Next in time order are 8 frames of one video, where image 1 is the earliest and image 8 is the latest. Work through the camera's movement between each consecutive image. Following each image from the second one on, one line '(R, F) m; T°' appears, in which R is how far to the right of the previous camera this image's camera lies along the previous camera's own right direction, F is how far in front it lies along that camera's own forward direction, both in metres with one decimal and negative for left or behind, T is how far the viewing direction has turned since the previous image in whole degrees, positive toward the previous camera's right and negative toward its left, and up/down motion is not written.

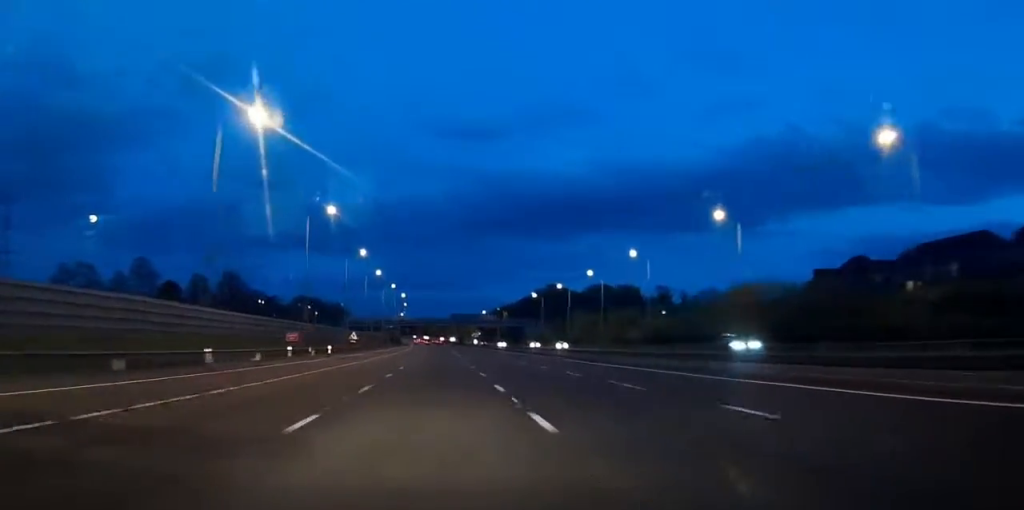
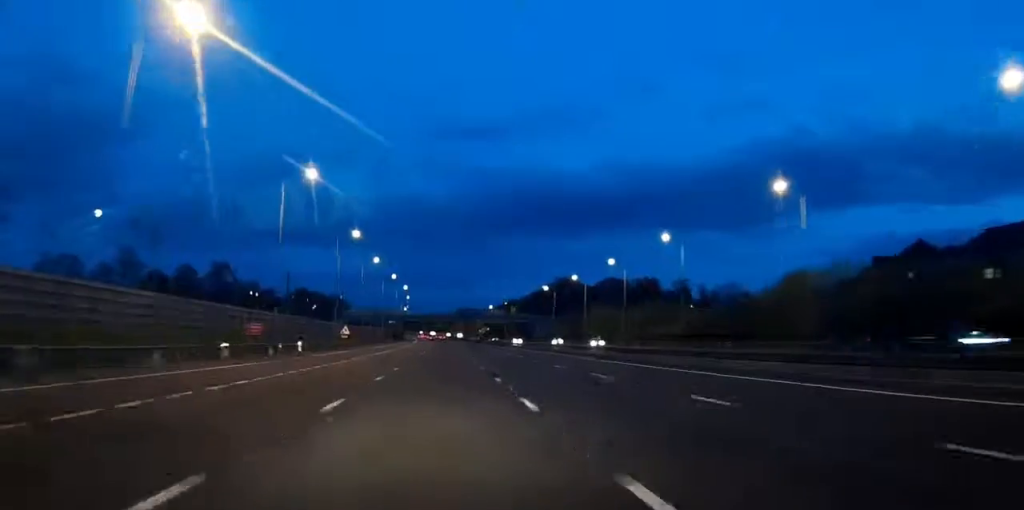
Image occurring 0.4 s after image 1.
(0.0, +15.3) m; 0°
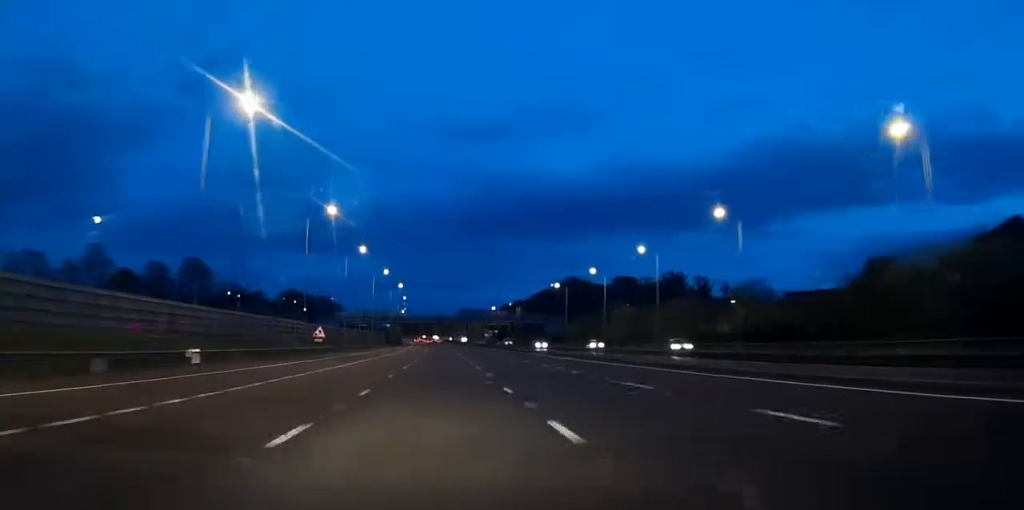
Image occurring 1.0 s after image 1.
(0.0, +21.7) m; 0°
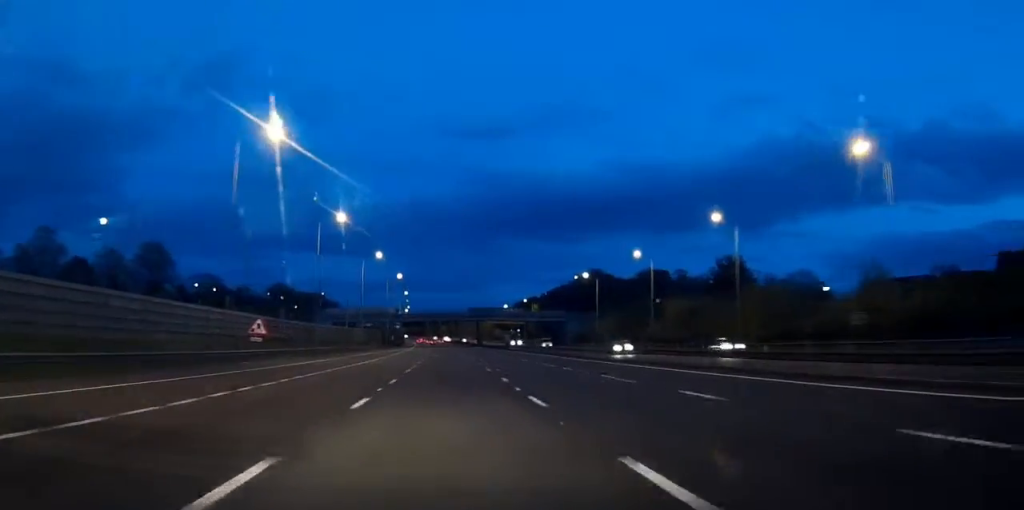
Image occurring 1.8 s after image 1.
(-0.1, +30.0) m; 0°
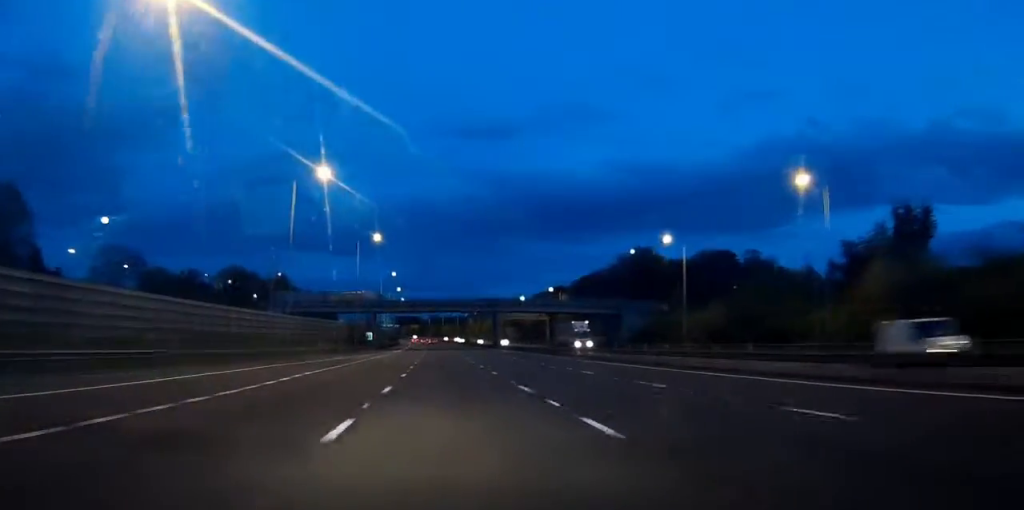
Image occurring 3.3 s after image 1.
(0.0, +58.7) m; 0°
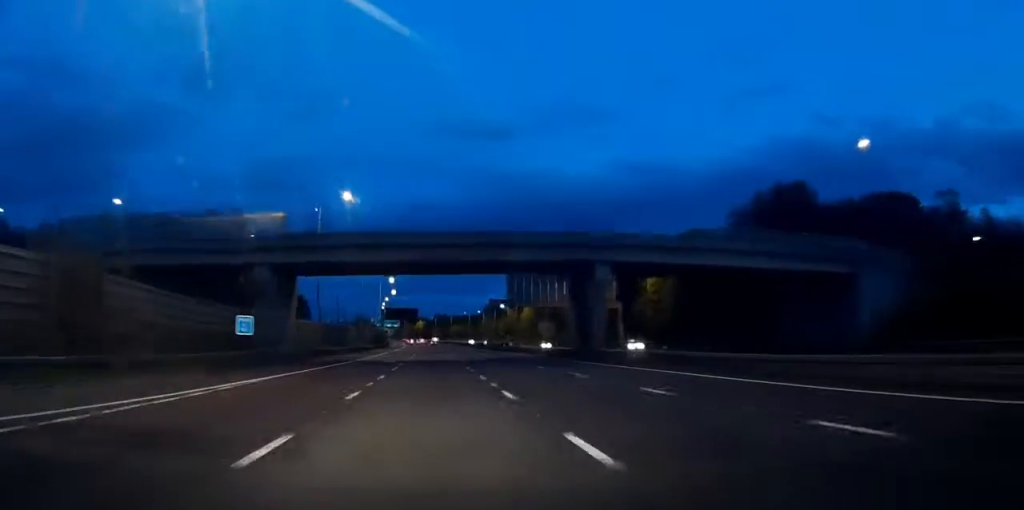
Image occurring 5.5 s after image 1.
(-0.4, +83.0) m; -1°
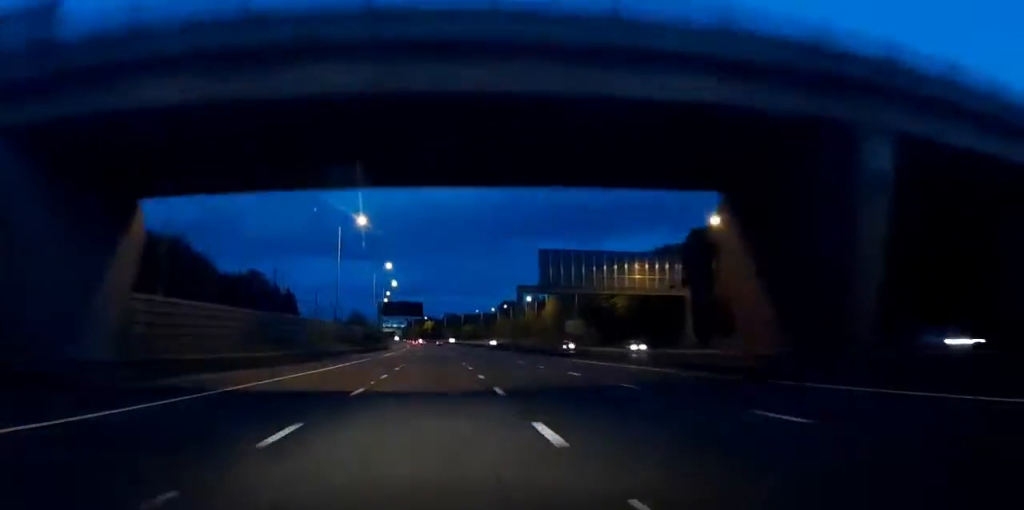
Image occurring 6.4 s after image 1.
(-0.1, +35.0) m; -1°
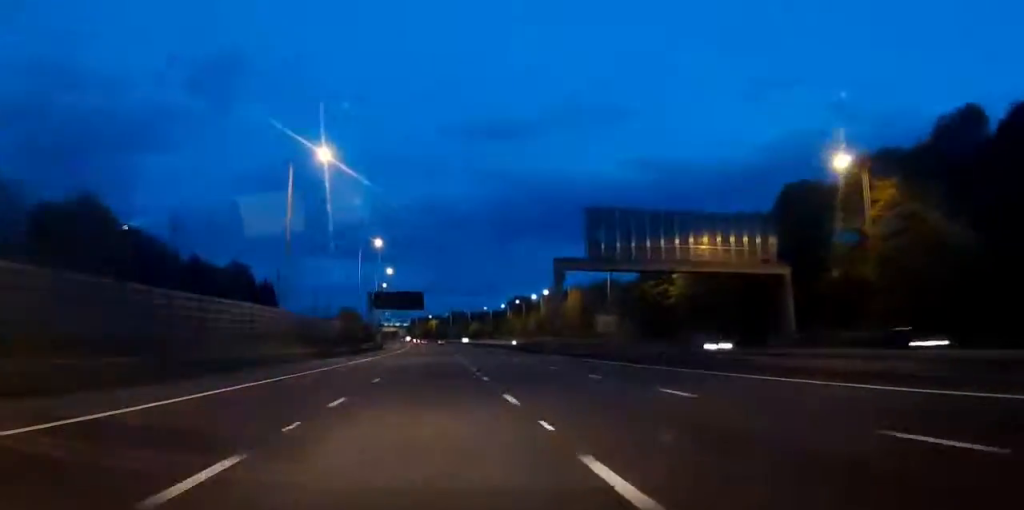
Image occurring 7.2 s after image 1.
(-0.3, +30.5) m; -1°
